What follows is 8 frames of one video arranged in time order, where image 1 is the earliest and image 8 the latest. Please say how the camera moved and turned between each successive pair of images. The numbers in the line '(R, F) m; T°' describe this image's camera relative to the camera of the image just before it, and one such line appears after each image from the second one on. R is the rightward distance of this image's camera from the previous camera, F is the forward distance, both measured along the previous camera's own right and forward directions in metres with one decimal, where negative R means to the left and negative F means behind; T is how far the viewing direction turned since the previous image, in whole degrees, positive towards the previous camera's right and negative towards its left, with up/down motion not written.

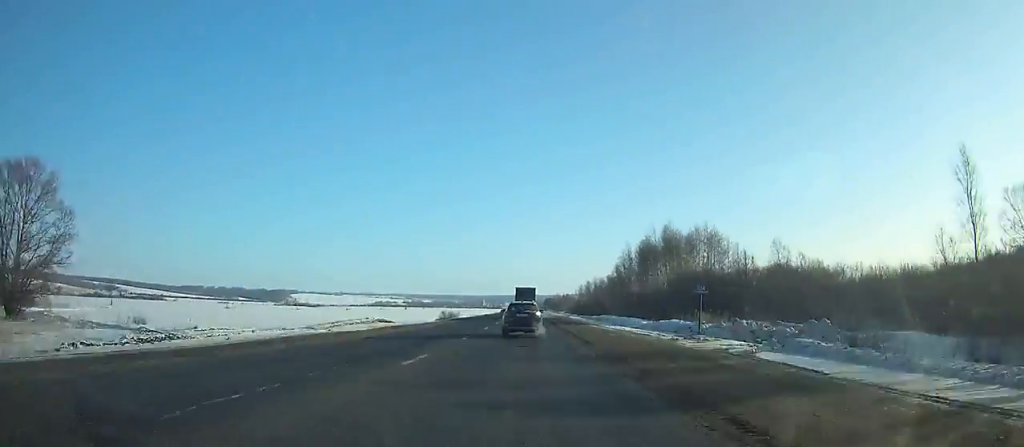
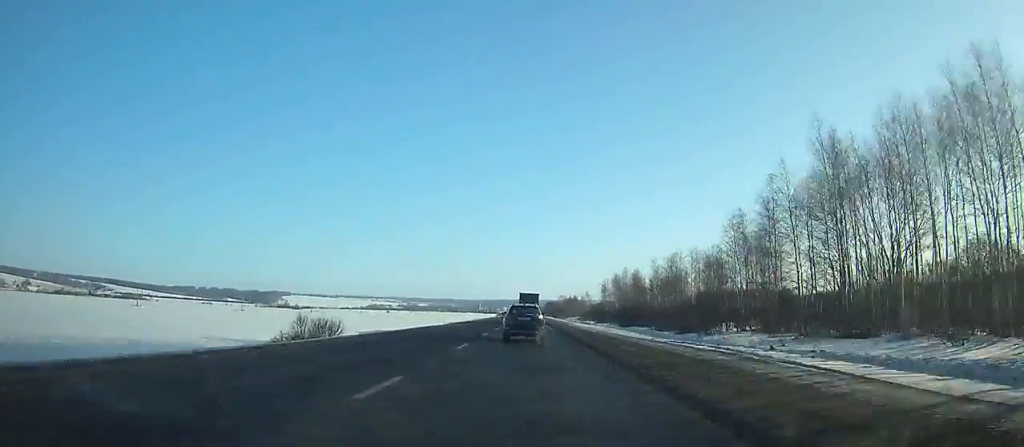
(0.0, +76.6) m; 0°
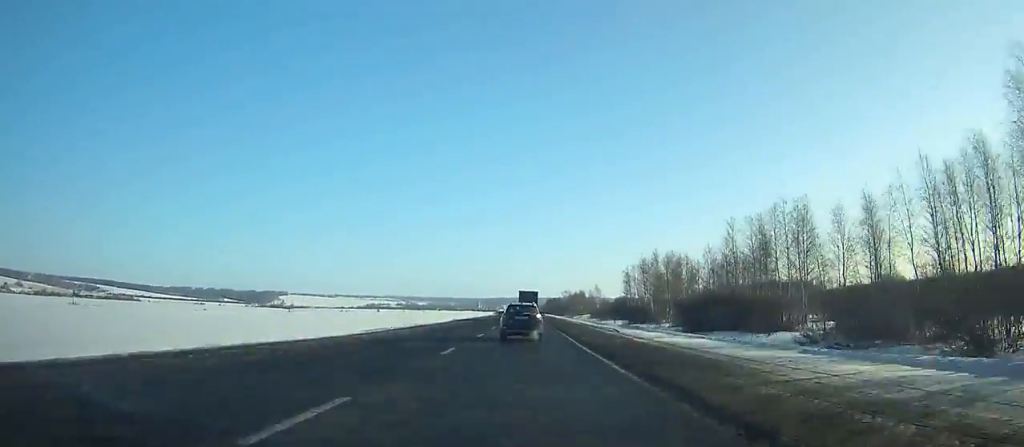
(0.0, +39.0) m; 0°
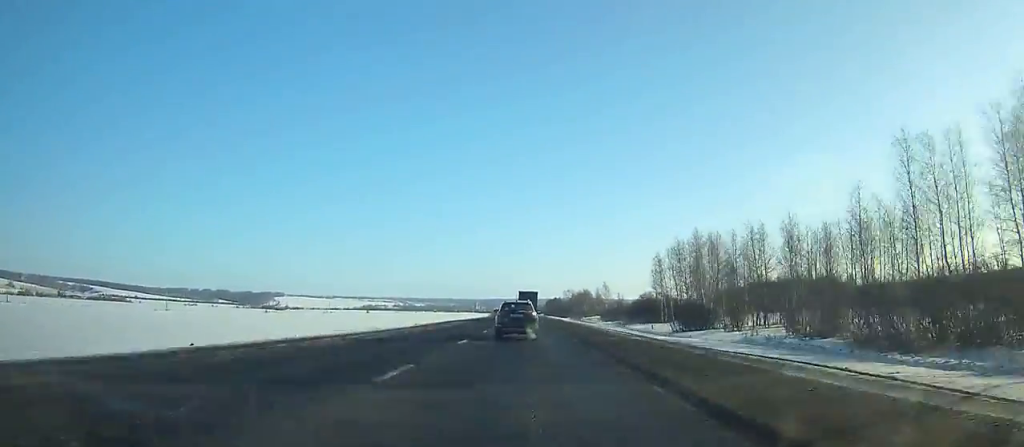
(0.0, +31.1) m; 0°
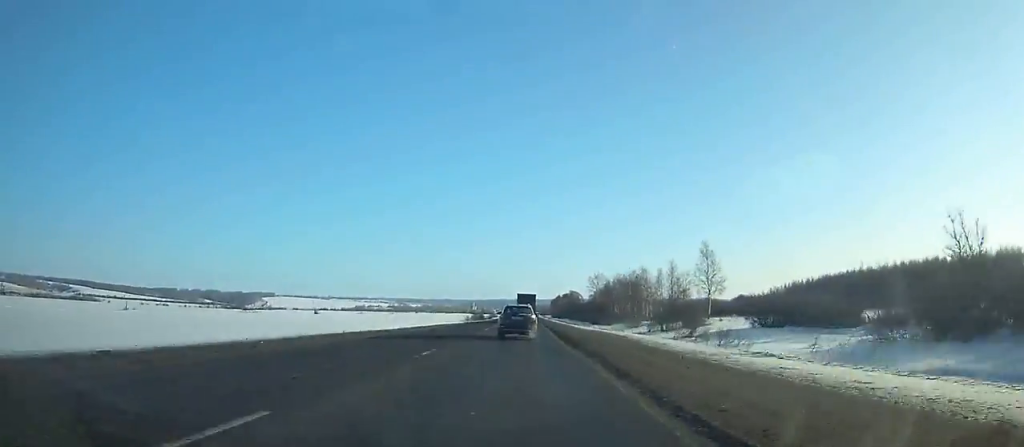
(+0.2, +126.5) m; 0°
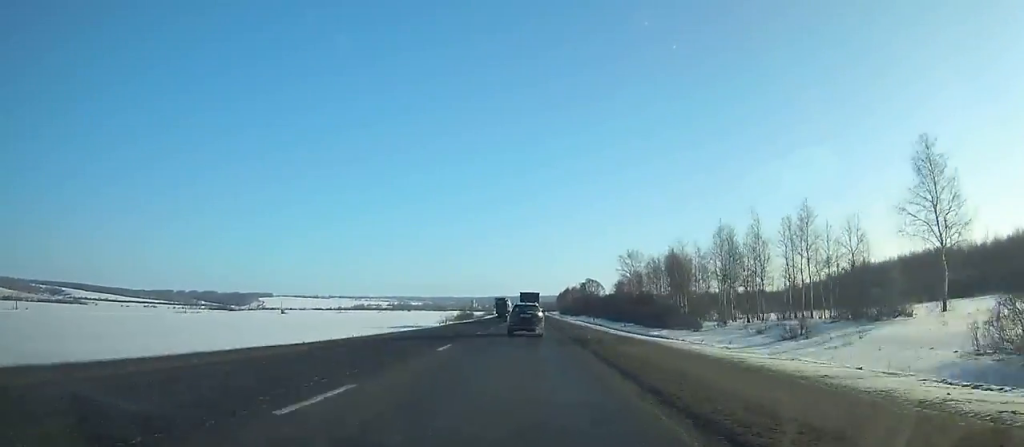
(-0.1, +57.0) m; 0°
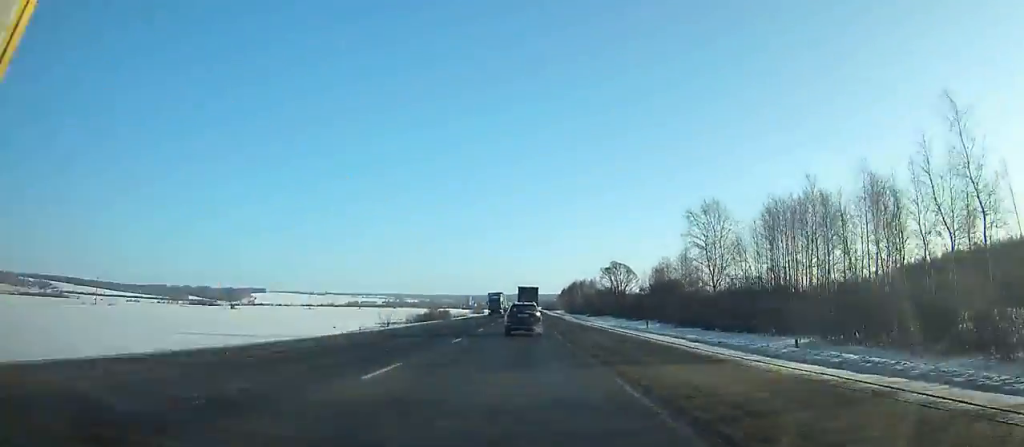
(0.0, +55.6) m; 0°
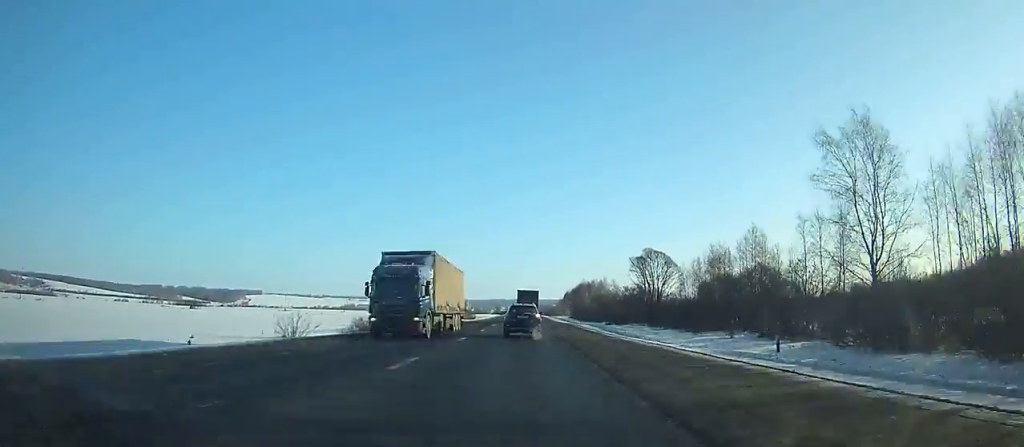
(-0.1, +33.9) m; 0°
